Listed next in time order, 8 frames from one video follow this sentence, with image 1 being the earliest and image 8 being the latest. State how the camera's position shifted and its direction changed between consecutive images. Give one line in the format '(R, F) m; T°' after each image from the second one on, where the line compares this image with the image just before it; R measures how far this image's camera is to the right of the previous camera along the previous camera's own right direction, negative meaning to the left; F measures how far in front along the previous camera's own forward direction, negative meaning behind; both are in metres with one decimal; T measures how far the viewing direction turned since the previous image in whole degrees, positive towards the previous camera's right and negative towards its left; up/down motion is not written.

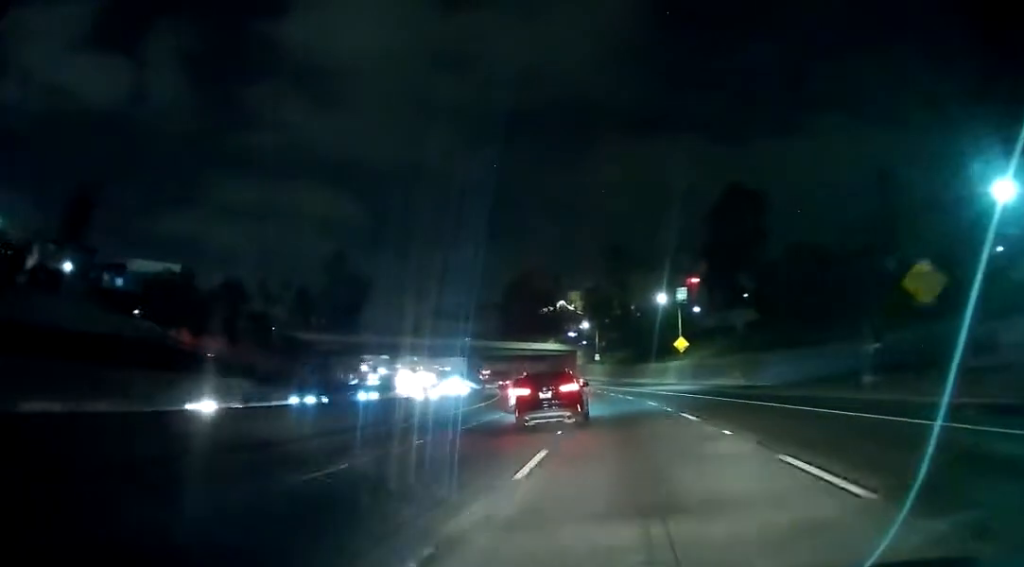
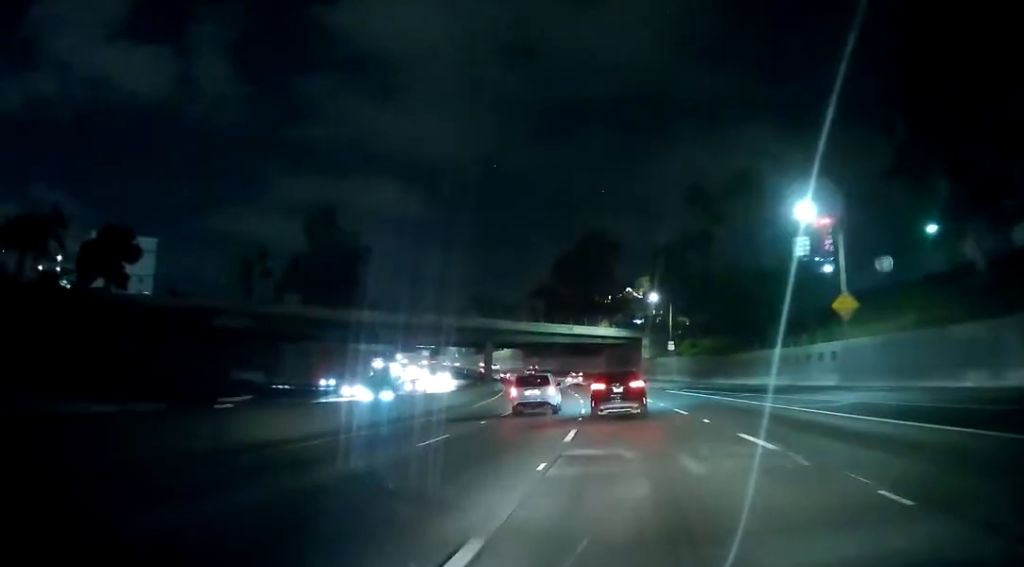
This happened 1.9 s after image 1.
(-3.4, +52.2) m; -6°
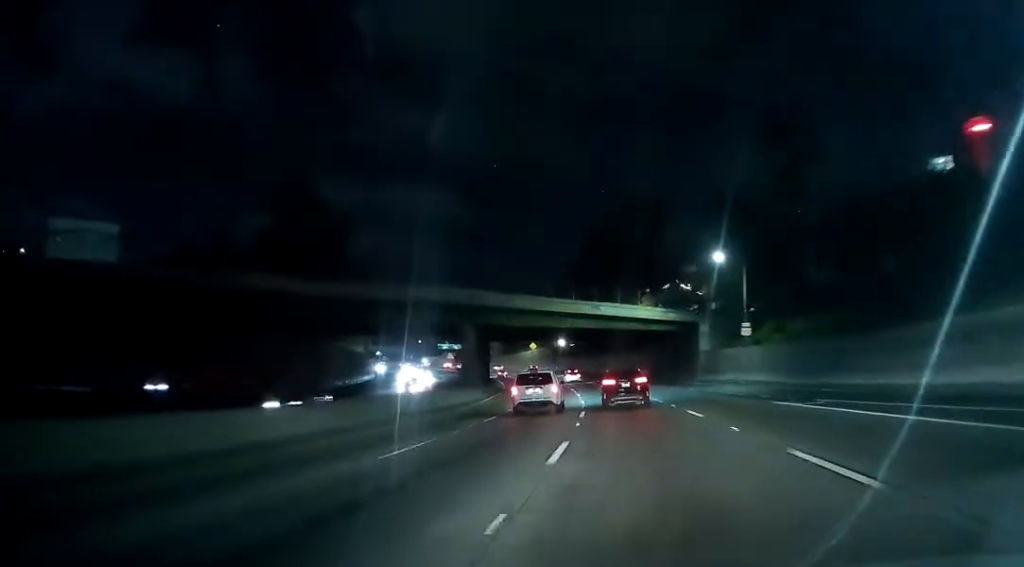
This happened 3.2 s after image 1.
(-1.0, +34.2) m; -4°
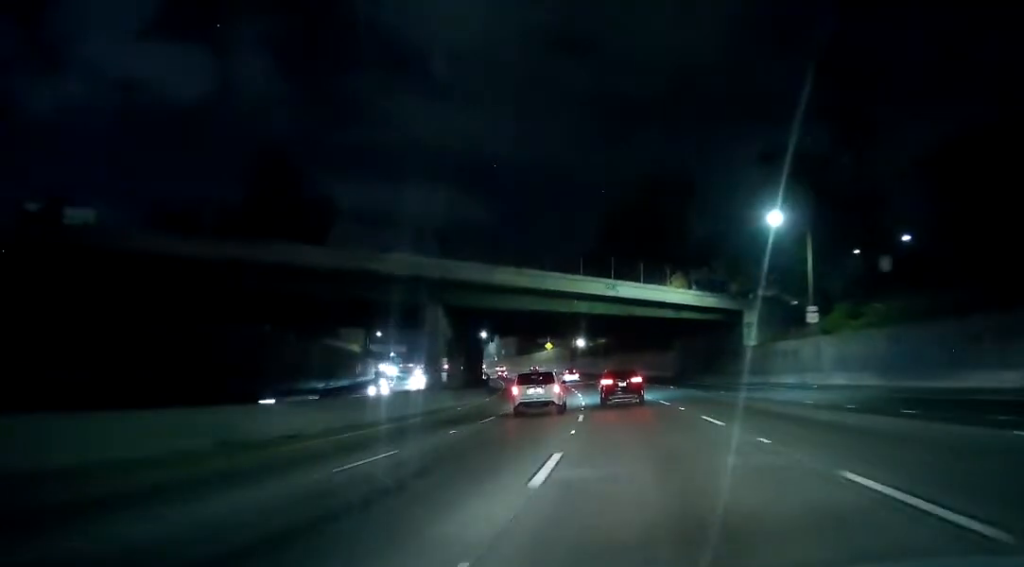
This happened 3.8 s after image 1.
(-0.5, +17.1) m; -2°
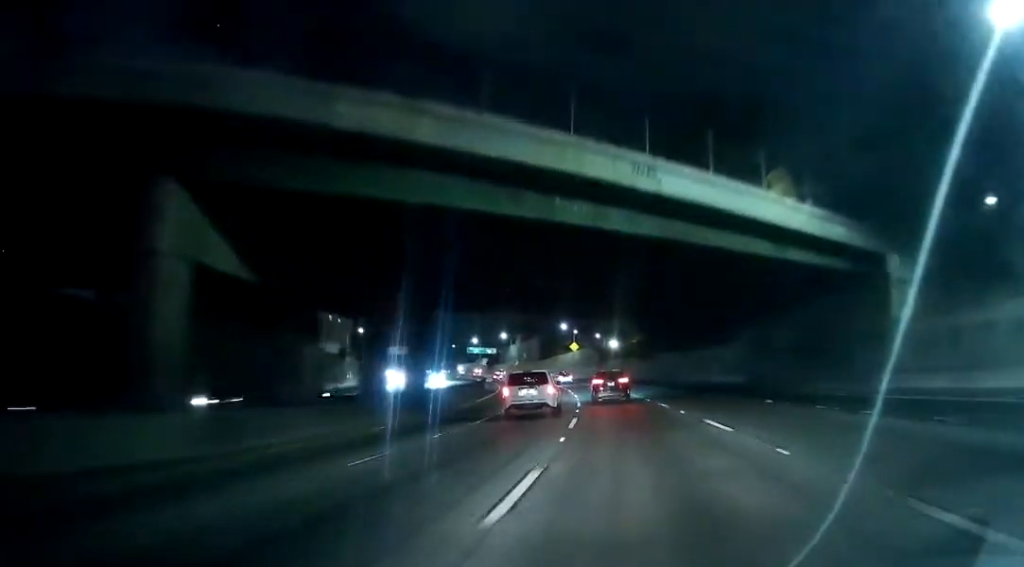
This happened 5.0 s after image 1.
(-0.7, +32.5) m; -2°
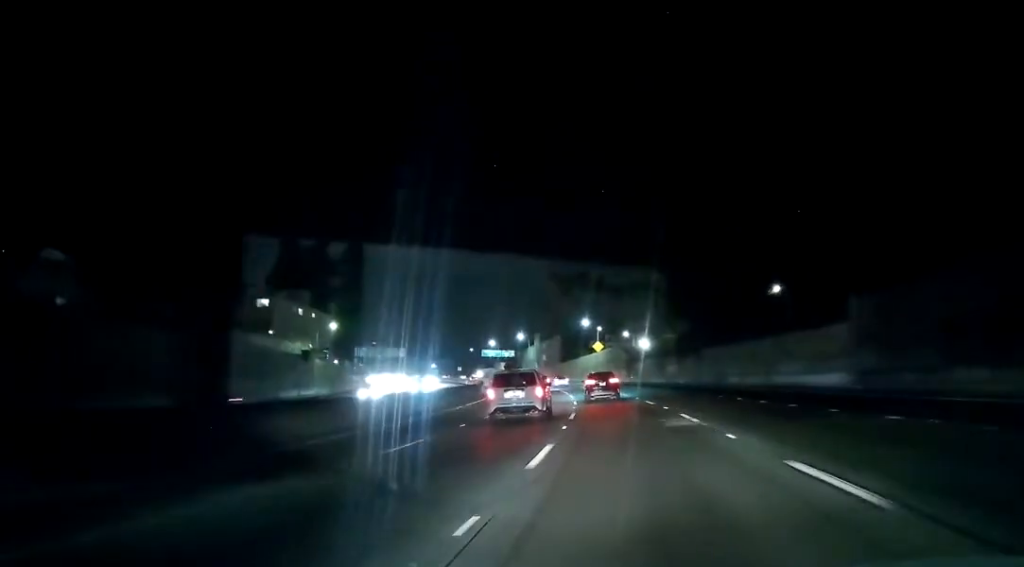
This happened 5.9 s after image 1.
(-0.3, +24.3) m; -2°
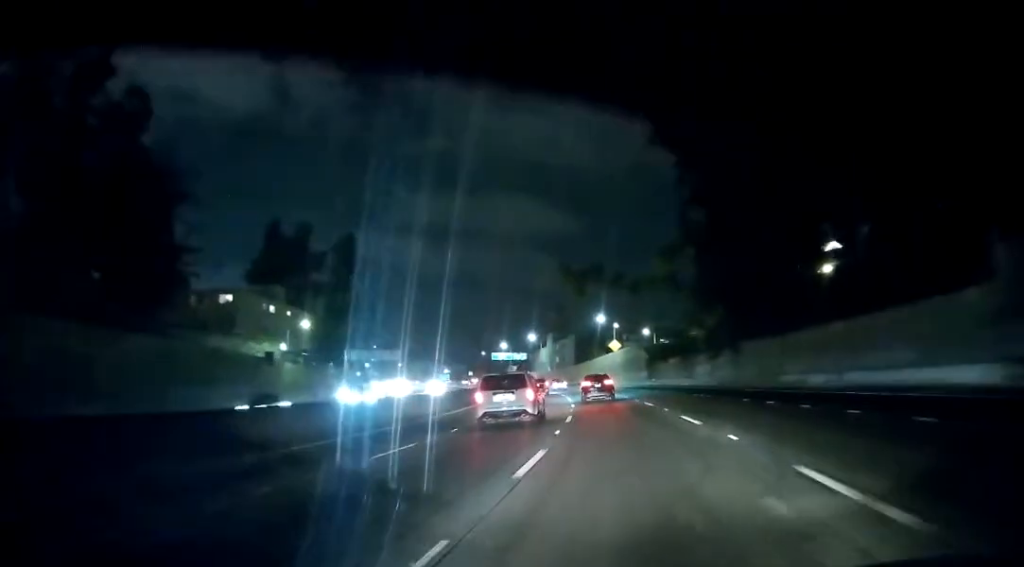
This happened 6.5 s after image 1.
(-0.1, +16.2) m; -2°
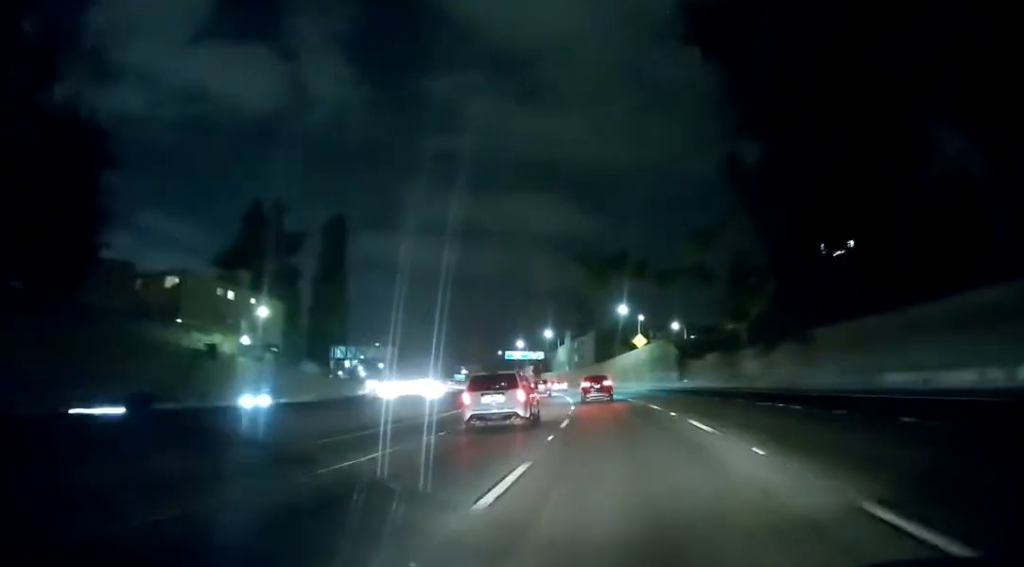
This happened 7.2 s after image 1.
(0.0, +18.1) m; -2°
